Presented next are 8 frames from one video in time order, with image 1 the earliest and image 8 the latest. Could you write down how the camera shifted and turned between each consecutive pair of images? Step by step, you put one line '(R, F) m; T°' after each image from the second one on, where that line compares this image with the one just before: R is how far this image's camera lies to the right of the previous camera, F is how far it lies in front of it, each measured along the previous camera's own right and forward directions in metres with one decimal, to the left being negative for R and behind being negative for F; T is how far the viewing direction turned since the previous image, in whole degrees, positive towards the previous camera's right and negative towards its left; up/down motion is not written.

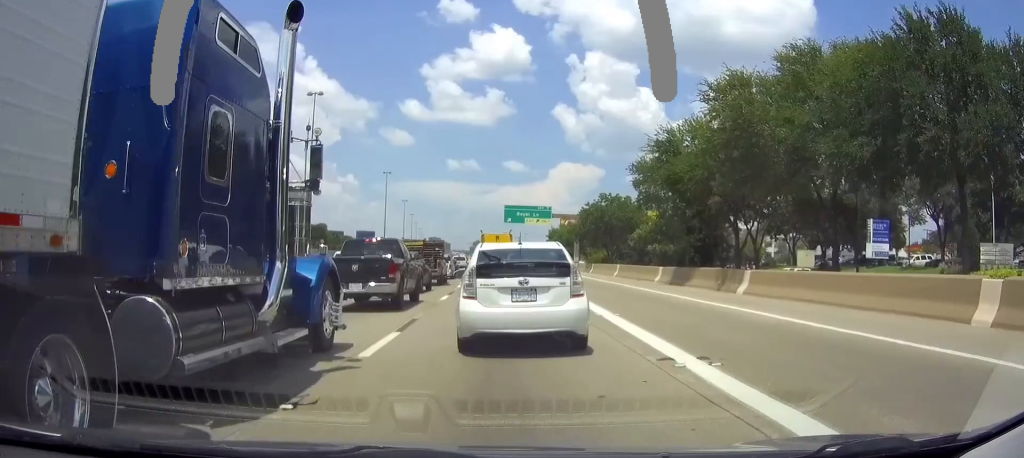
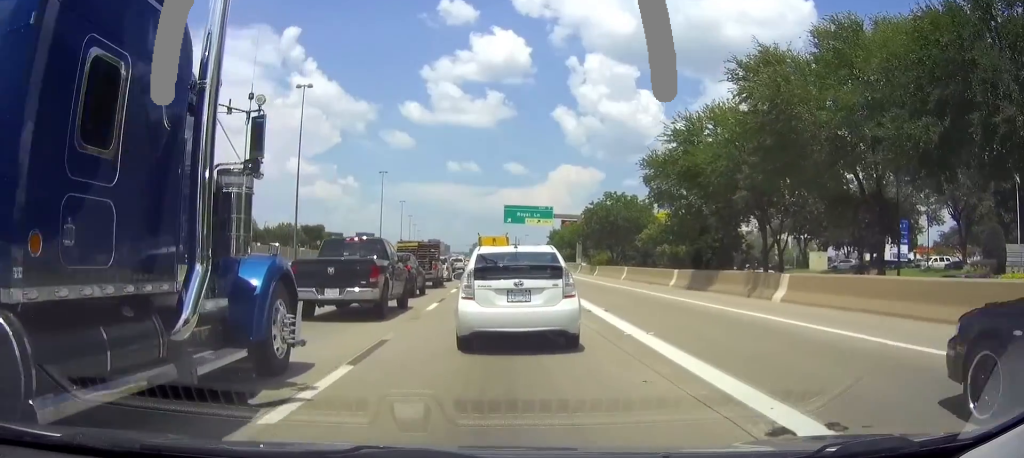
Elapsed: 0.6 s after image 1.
(0.0, +3.6) m; 0°
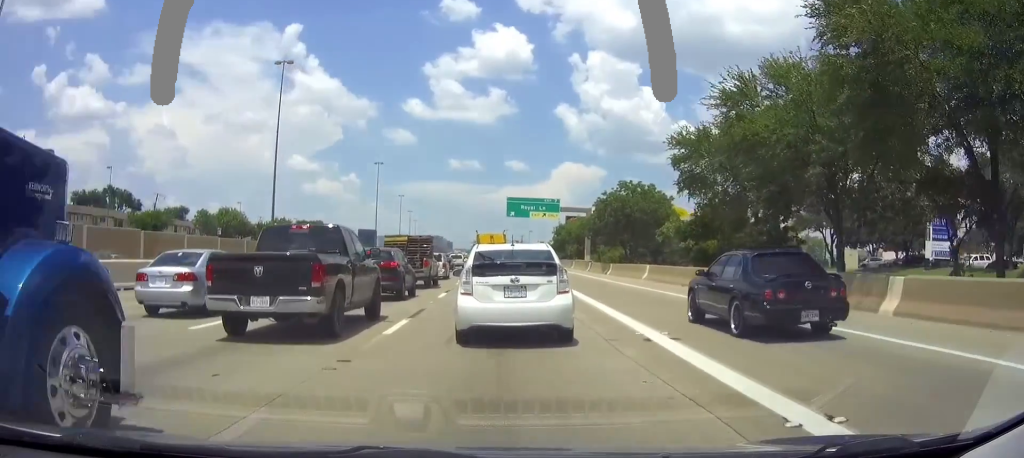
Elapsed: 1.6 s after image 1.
(+0.1, +6.2) m; 0°
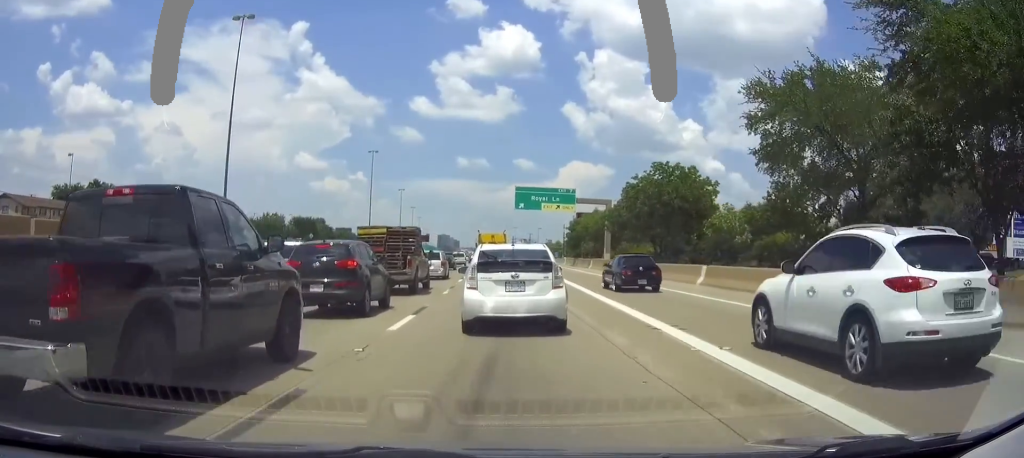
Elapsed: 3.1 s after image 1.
(-0.3, +10.6) m; -3°
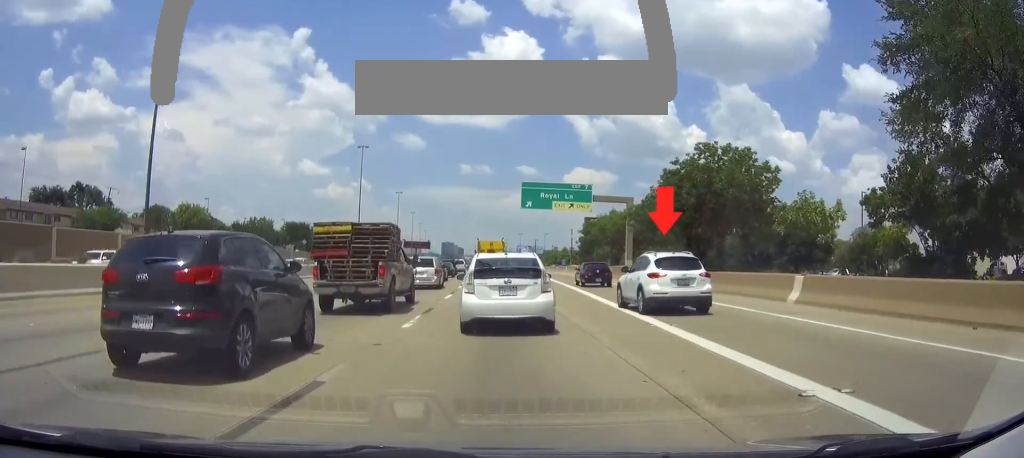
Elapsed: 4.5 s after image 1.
(-0.3, +10.9) m; -1°
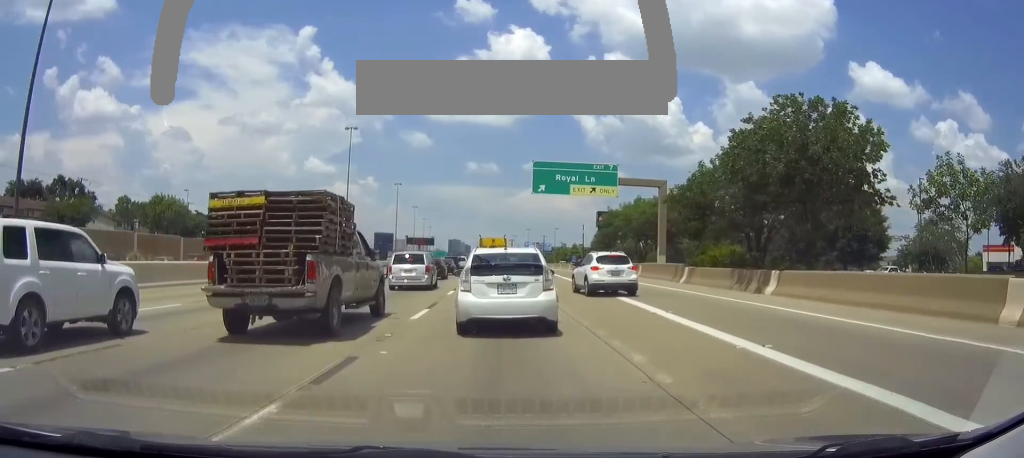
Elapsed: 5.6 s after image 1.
(+0.1, +10.6) m; -1°
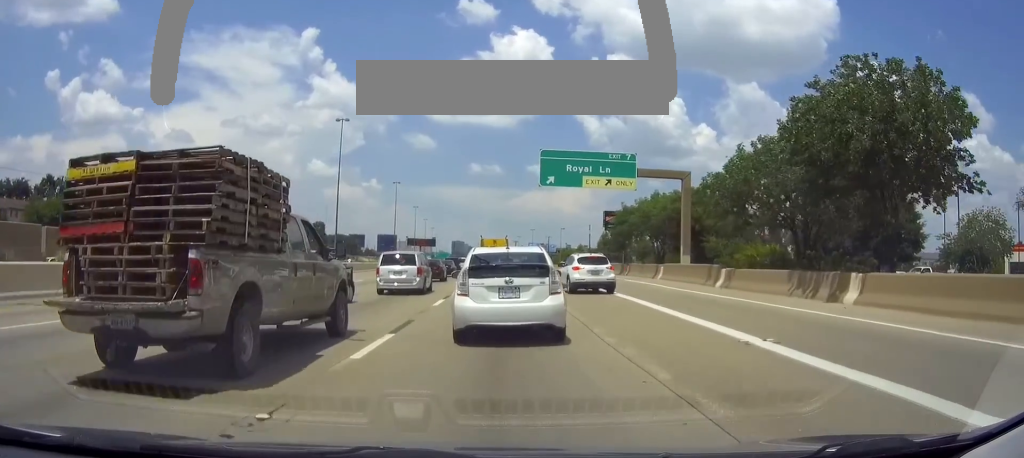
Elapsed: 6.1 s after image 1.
(-0.1, +5.6) m; -1°
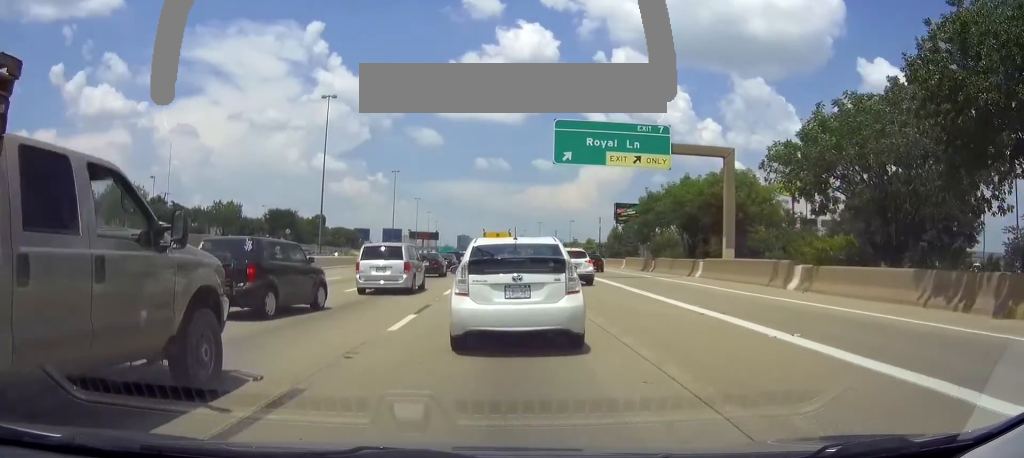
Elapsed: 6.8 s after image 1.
(-0.1, +7.6) m; -1°
